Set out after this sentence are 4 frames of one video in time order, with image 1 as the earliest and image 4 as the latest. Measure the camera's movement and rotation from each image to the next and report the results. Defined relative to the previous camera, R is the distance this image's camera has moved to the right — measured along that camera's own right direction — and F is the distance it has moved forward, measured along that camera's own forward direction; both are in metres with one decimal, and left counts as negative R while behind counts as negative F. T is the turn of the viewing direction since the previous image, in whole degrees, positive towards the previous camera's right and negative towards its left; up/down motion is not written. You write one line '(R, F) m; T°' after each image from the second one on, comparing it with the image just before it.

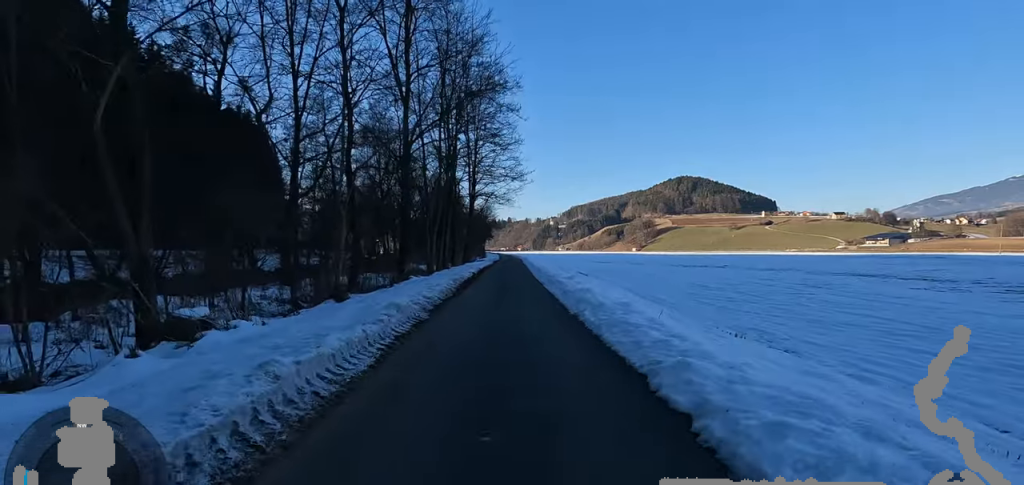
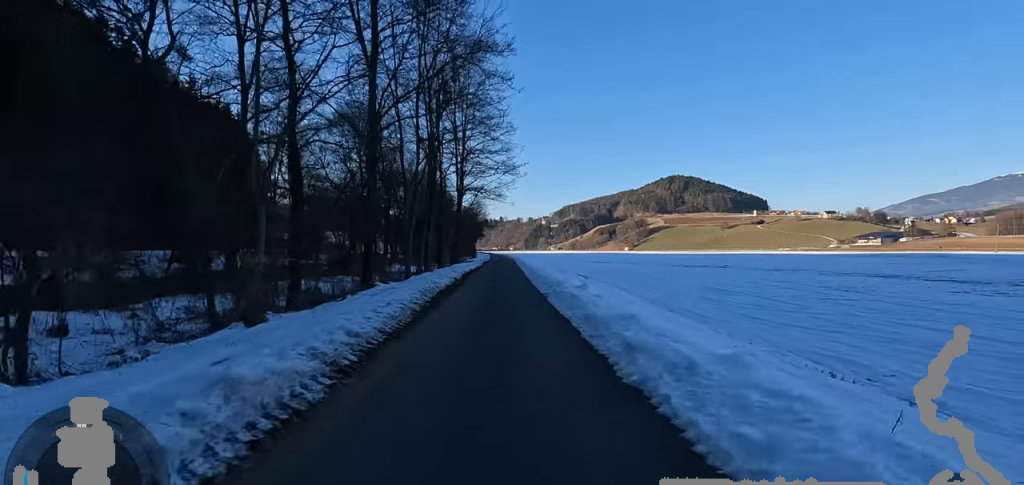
(+0.2, +4.7) m; +1°
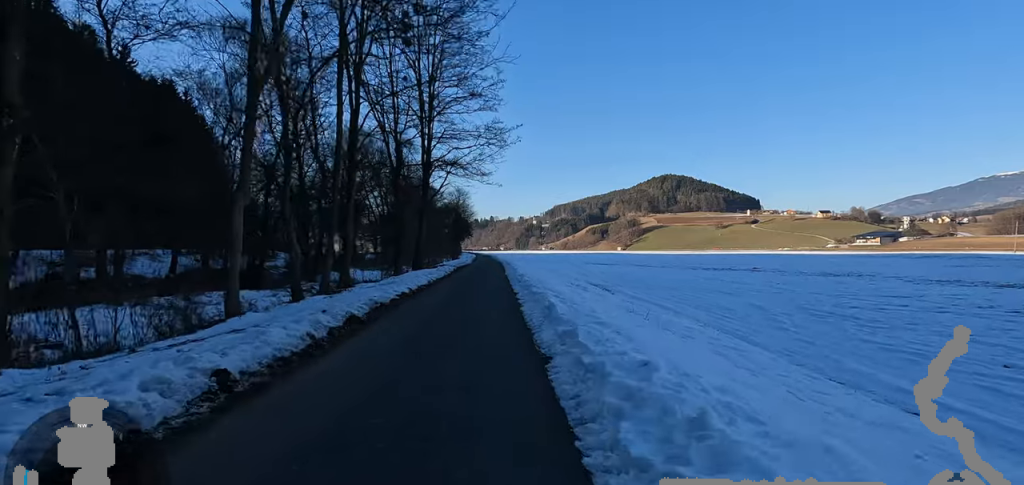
(+1.3, +15.3) m; +2°
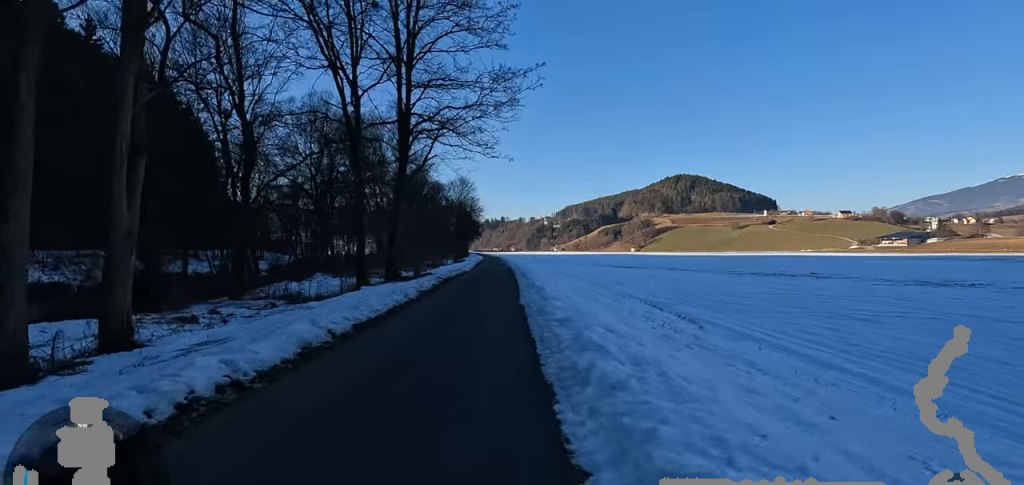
(+1.3, +11.6) m; +2°
